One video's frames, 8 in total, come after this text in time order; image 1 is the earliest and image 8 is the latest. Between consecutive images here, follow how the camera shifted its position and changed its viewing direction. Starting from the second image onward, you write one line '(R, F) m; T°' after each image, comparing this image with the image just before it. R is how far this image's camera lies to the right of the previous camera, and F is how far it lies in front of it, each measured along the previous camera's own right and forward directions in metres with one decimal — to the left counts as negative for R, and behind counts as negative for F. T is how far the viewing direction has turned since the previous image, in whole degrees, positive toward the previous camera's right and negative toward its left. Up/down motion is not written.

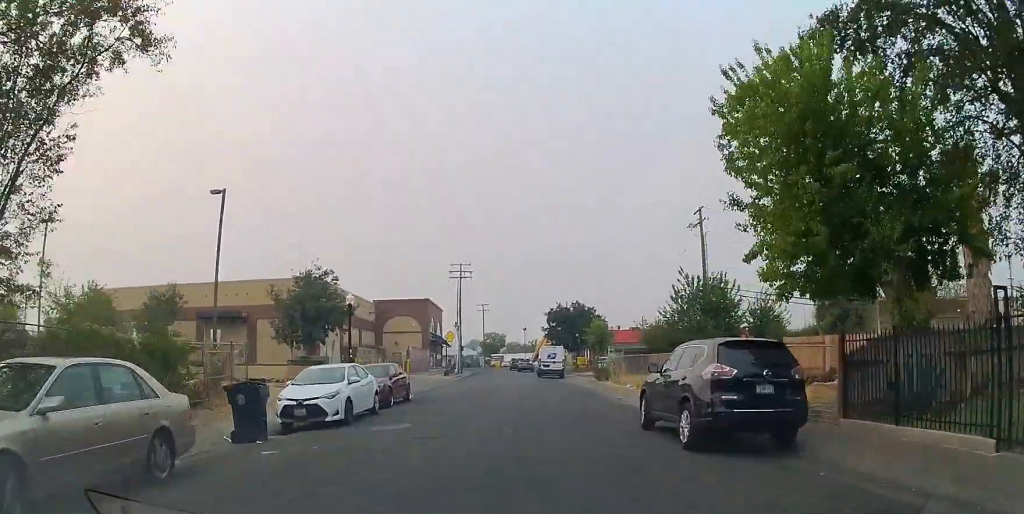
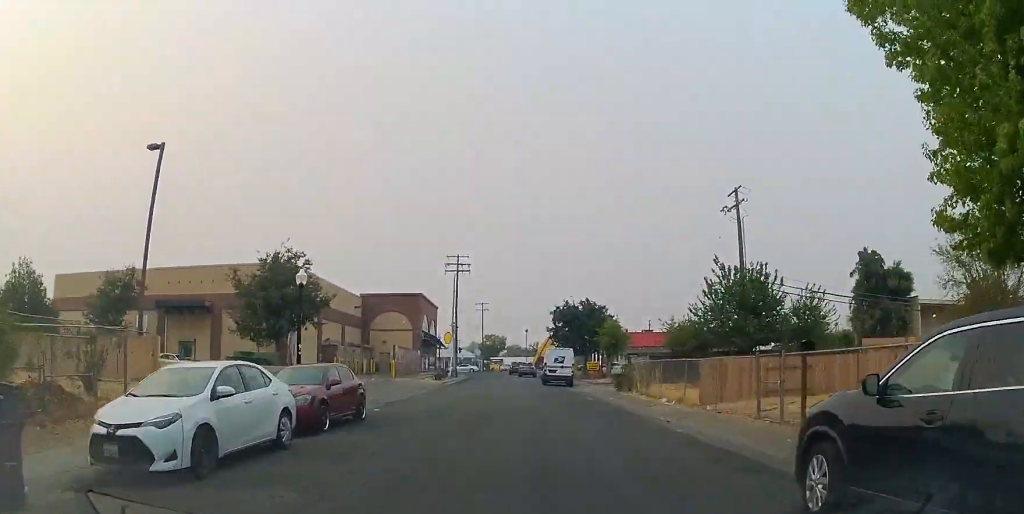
(0.0, +6.6) m; 0°
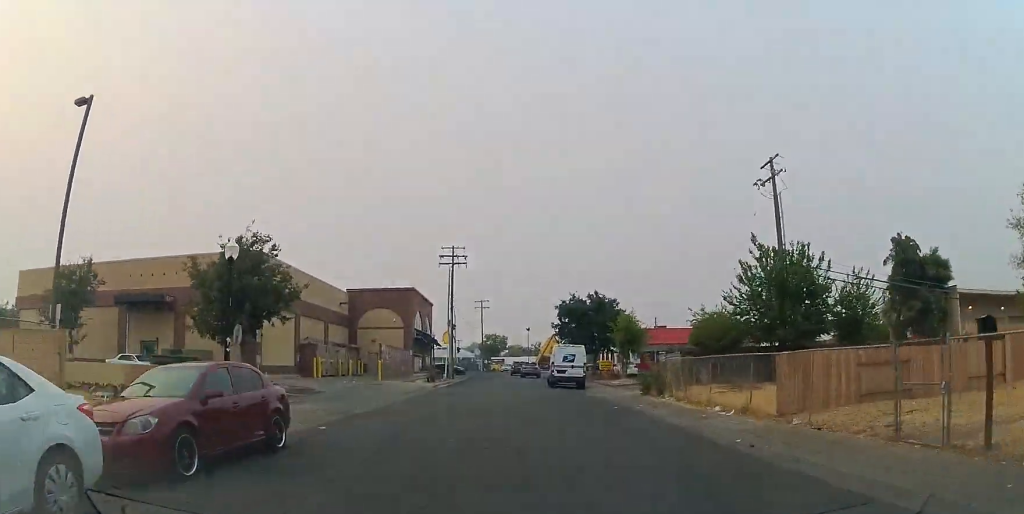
(0.0, +5.5) m; 0°
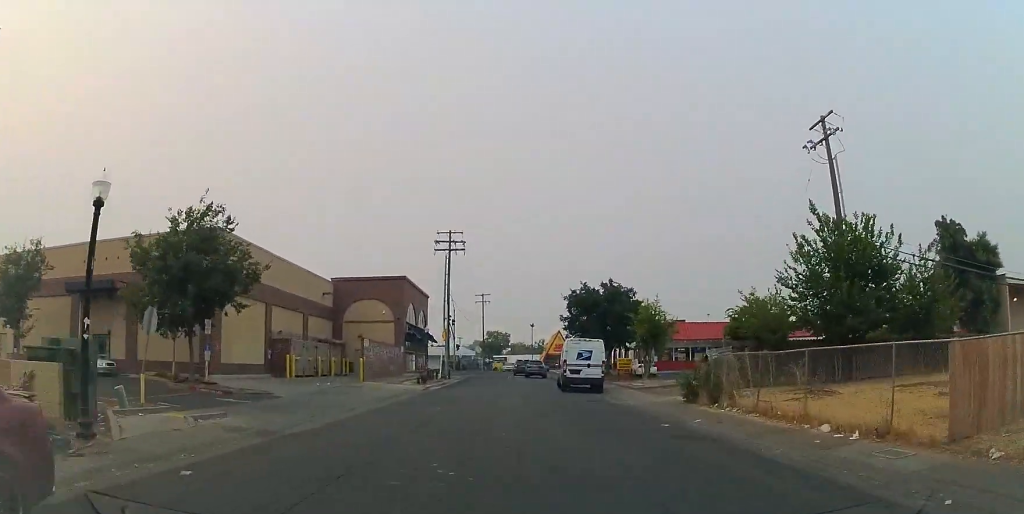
(0.0, +5.9) m; 0°
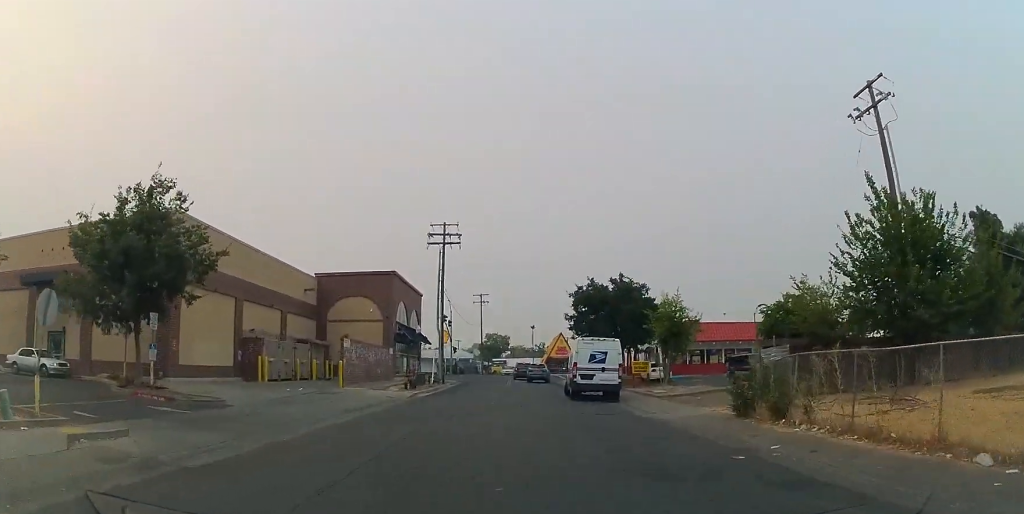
(0.0, +4.4) m; 0°
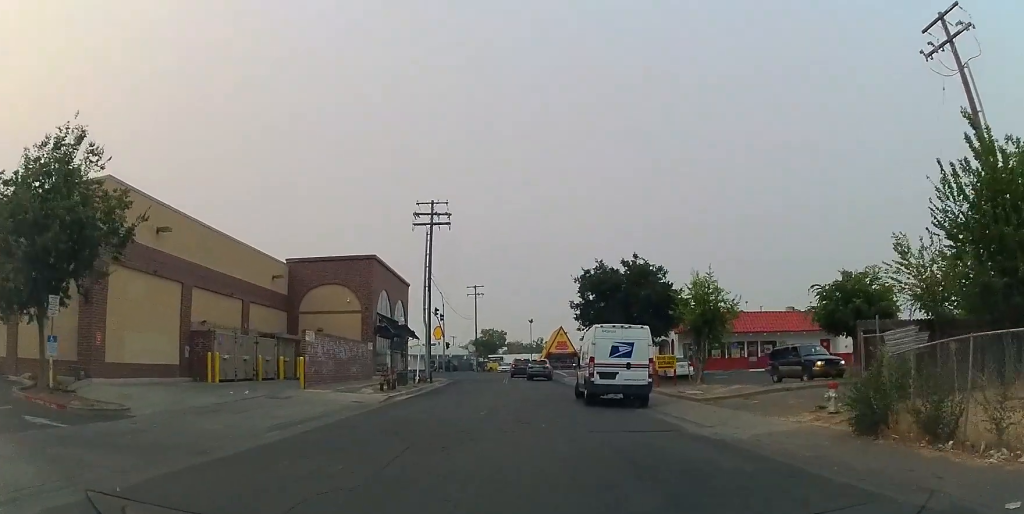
(0.0, +5.7) m; 0°
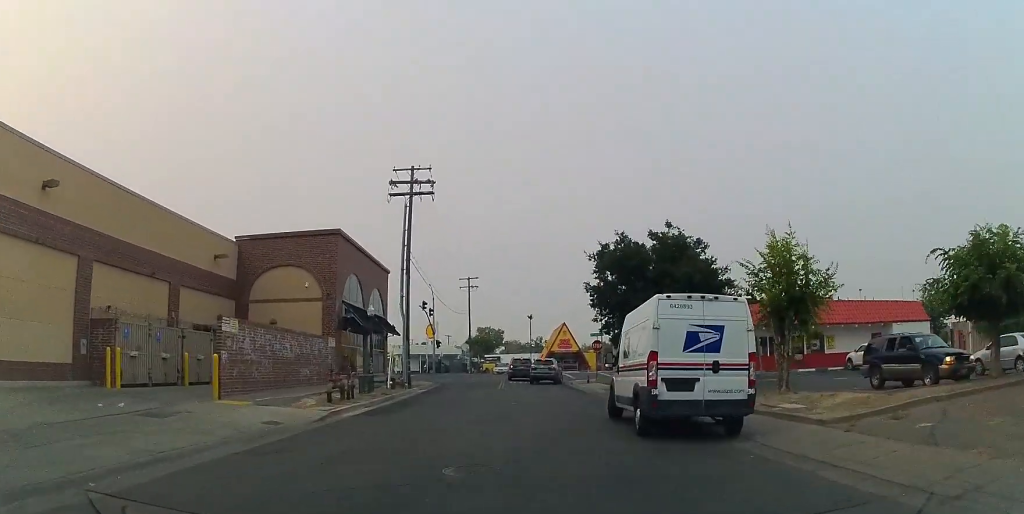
(0.0, +8.0) m; +2°
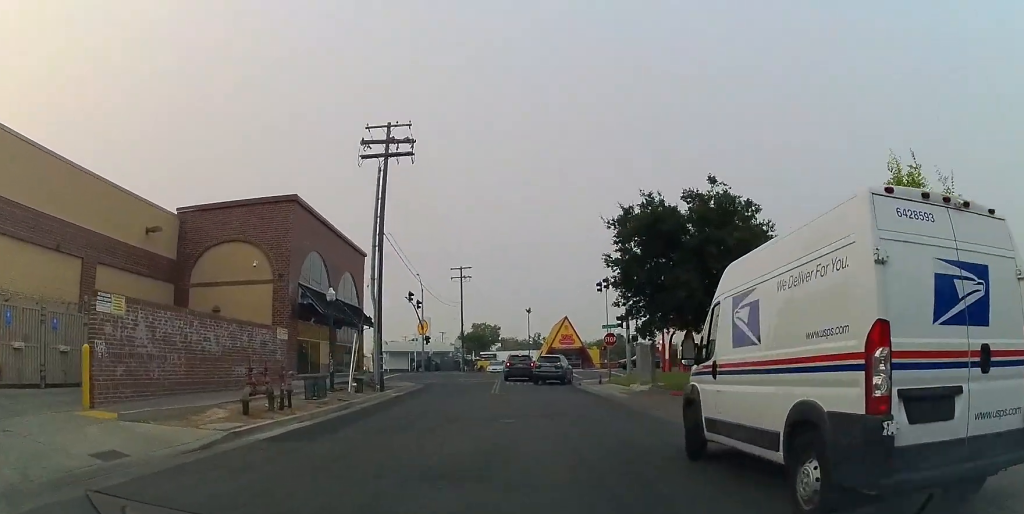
(+0.2, +6.5) m; +2°
